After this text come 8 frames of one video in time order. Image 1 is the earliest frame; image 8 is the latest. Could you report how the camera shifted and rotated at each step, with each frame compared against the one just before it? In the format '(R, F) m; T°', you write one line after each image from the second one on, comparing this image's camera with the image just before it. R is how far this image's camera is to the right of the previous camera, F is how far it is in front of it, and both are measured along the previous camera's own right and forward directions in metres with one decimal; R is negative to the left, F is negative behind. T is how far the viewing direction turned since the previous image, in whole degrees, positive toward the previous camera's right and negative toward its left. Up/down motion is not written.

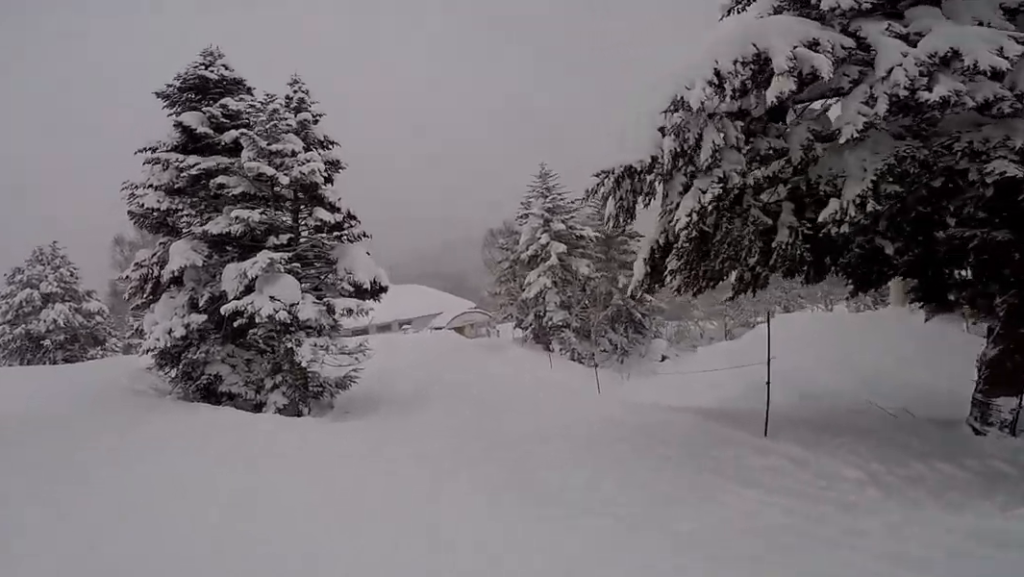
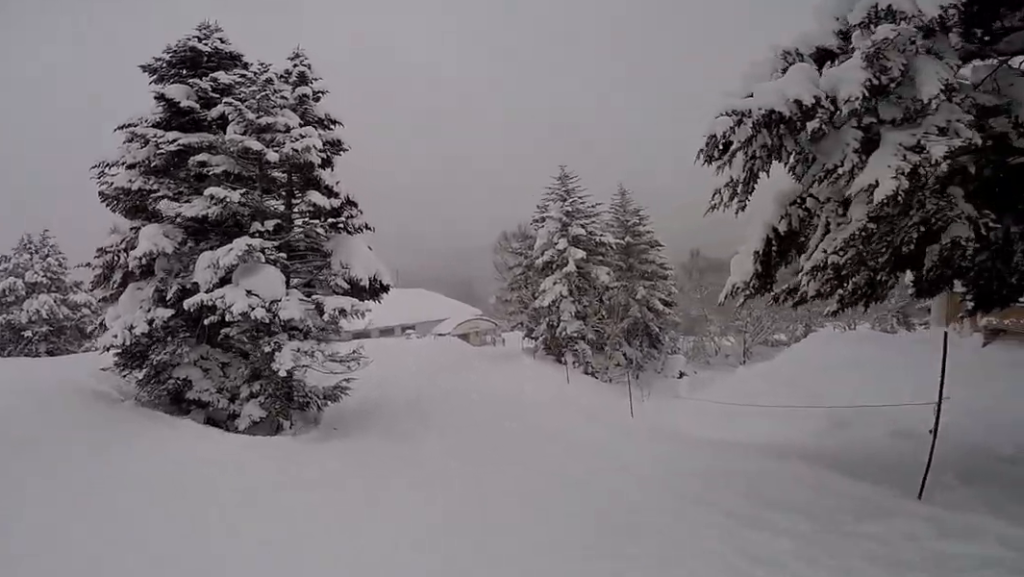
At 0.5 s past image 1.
(+0.2, +2.1) m; +6°
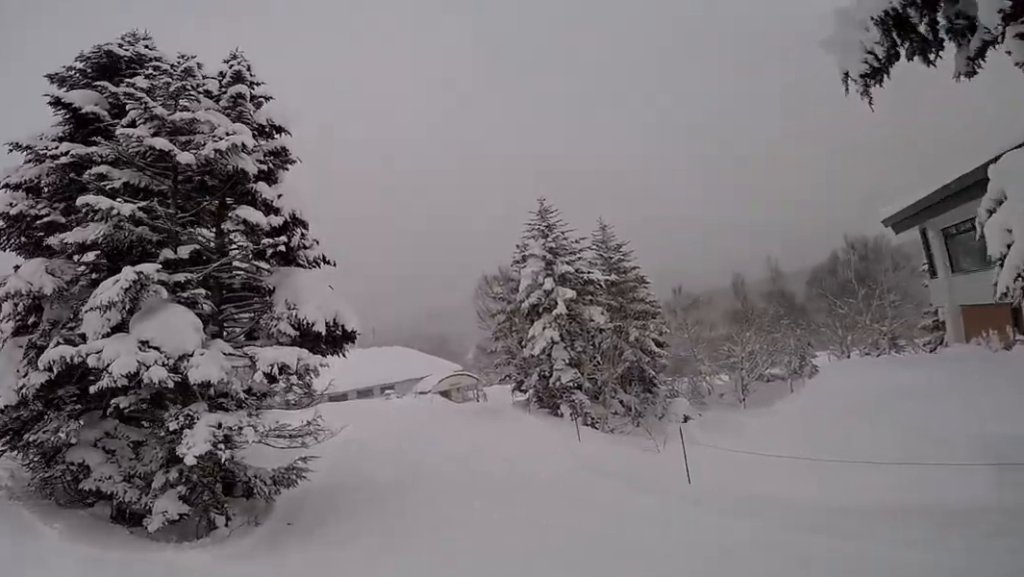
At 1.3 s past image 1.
(+0.1, +3.4) m; +1°
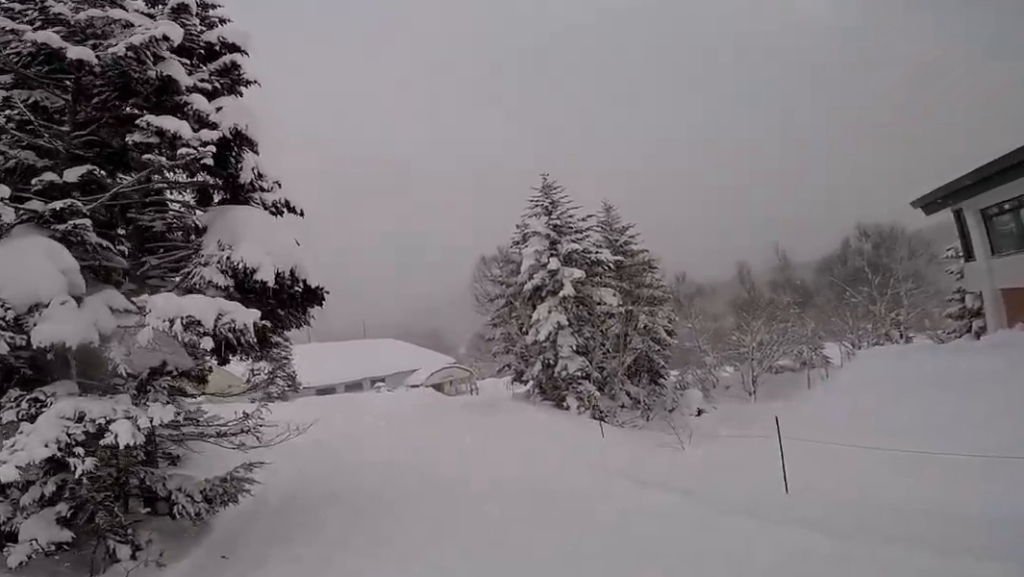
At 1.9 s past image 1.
(0.0, +2.9) m; -1°
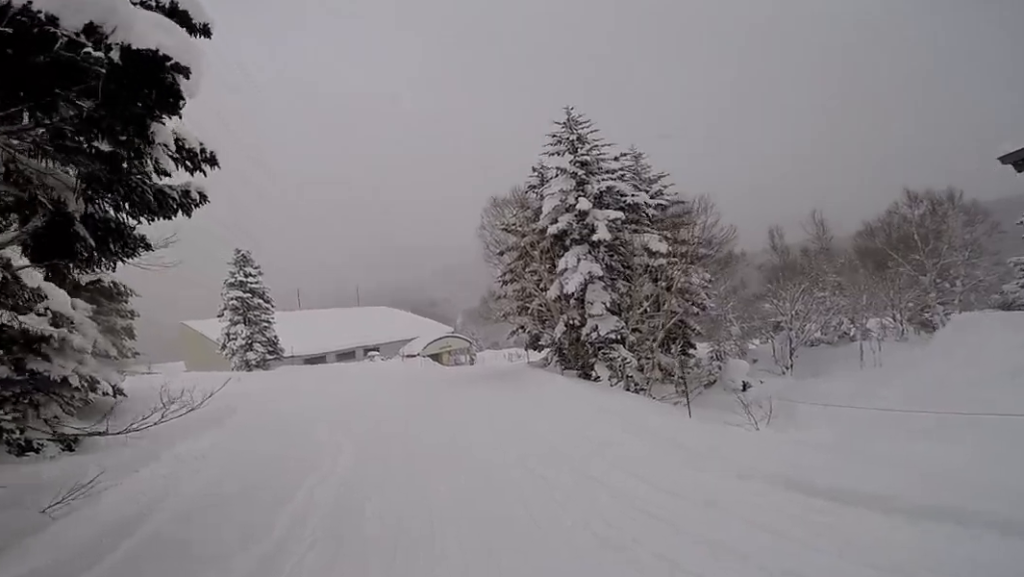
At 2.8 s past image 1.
(-0.1, +4.1) m; -9°
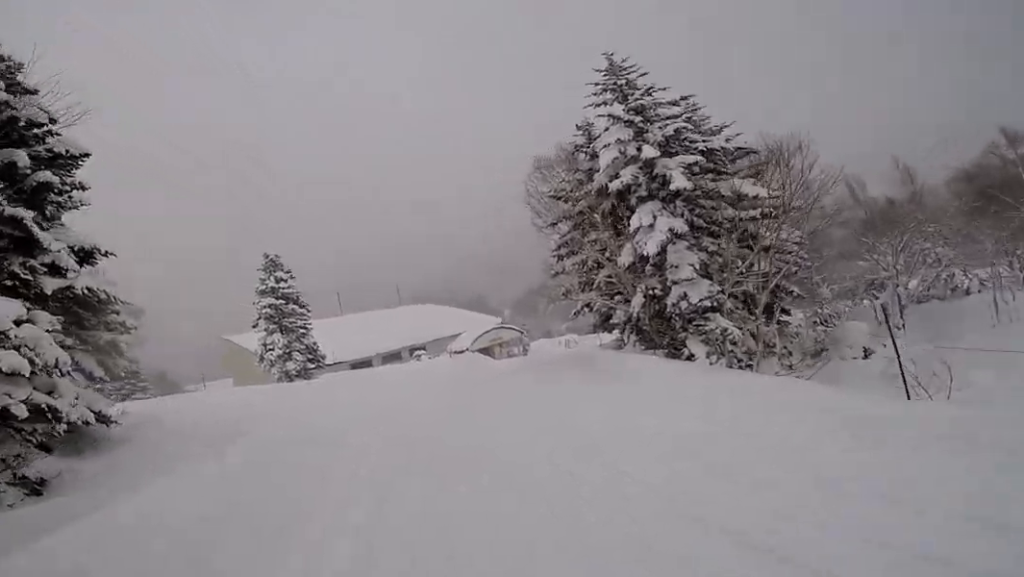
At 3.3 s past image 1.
(+0.2, +2.6) m; -8°
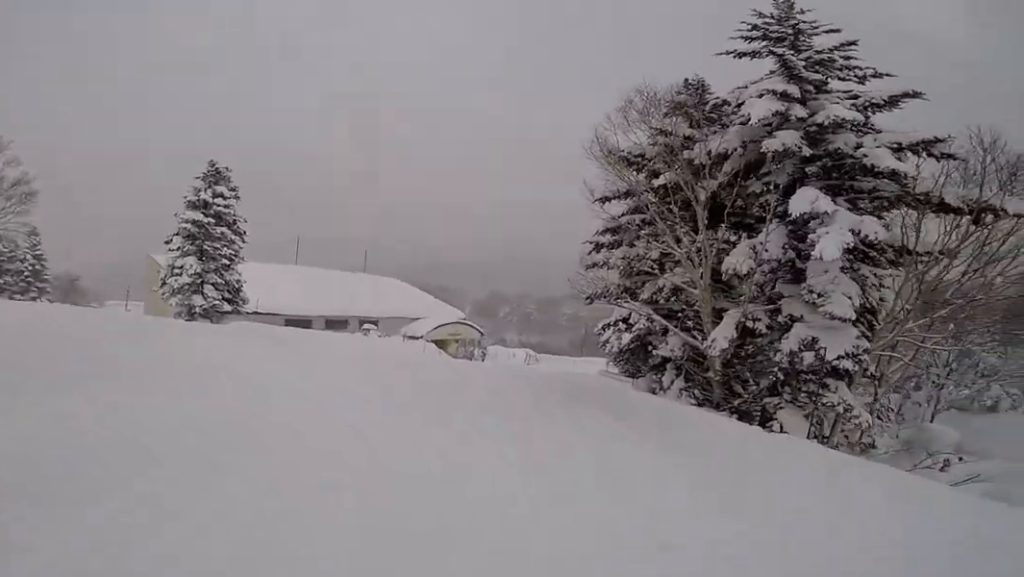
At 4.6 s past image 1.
(-0.7, +6.3) m; +7°
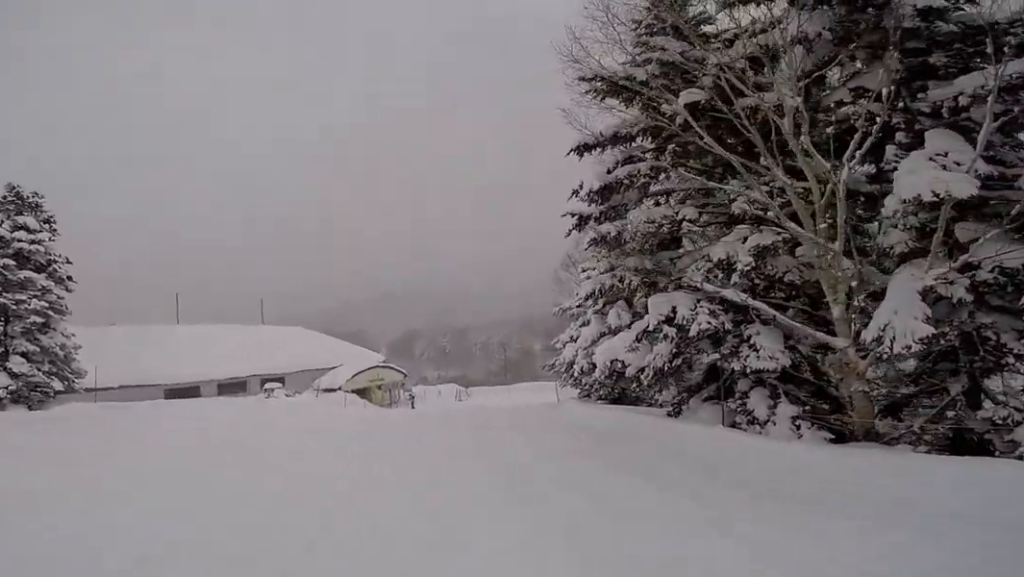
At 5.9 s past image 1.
(+1.2, +6.1) m; +11°
